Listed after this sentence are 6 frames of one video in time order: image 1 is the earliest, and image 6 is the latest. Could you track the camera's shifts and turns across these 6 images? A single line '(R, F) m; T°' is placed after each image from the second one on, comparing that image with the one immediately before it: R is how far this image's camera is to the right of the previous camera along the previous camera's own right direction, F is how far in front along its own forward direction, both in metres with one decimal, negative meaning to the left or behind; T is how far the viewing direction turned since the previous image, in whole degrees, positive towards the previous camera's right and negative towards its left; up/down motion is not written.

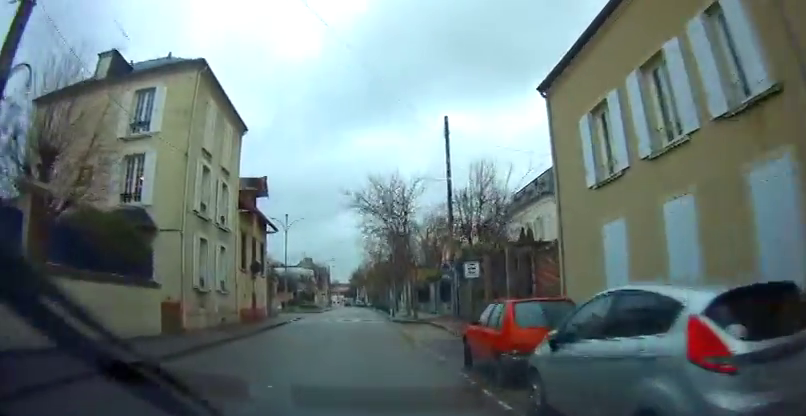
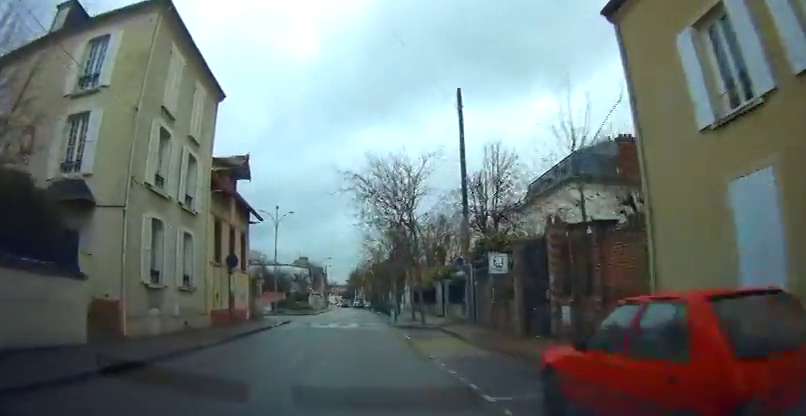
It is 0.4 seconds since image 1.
(0.0, +4.9) m; 0°
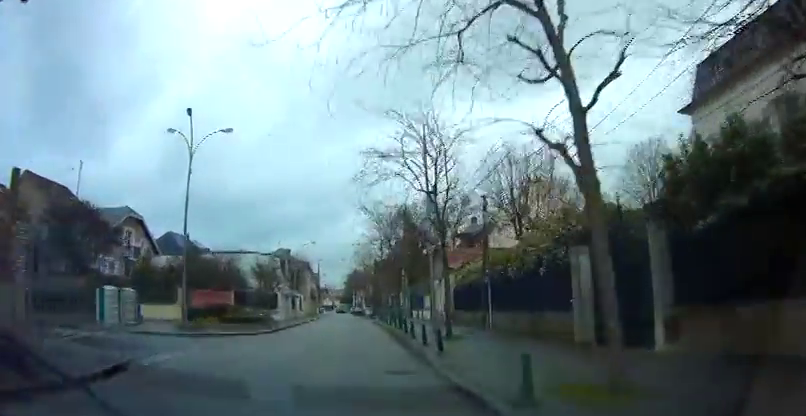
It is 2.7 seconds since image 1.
(+0.1, +26.2) m; 0°
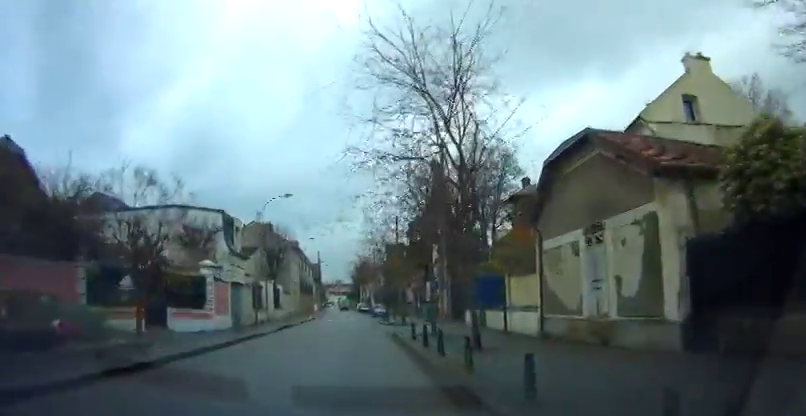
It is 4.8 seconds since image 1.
(+0.1, +24.0) m; 0°
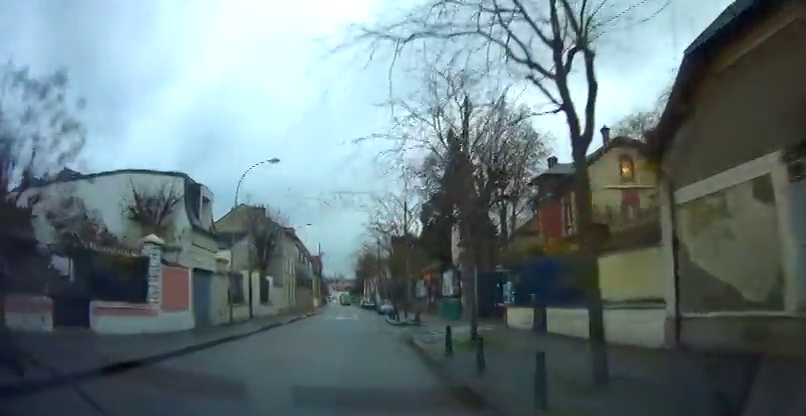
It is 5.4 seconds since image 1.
(0.0, +6.9) m; -1°
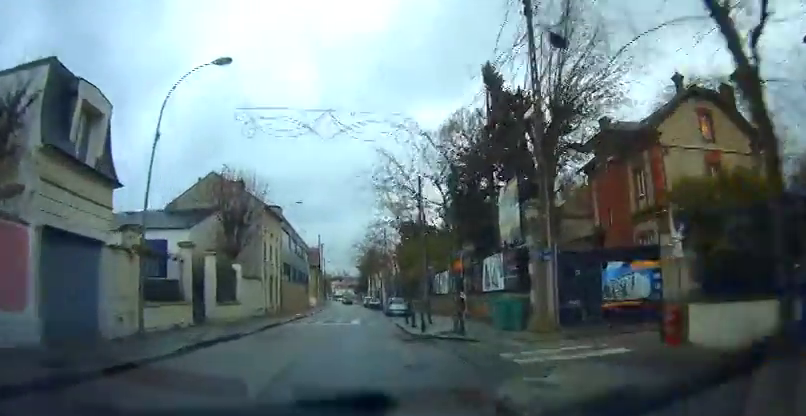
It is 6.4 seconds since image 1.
(-0.1, +10.1) m; -1°
